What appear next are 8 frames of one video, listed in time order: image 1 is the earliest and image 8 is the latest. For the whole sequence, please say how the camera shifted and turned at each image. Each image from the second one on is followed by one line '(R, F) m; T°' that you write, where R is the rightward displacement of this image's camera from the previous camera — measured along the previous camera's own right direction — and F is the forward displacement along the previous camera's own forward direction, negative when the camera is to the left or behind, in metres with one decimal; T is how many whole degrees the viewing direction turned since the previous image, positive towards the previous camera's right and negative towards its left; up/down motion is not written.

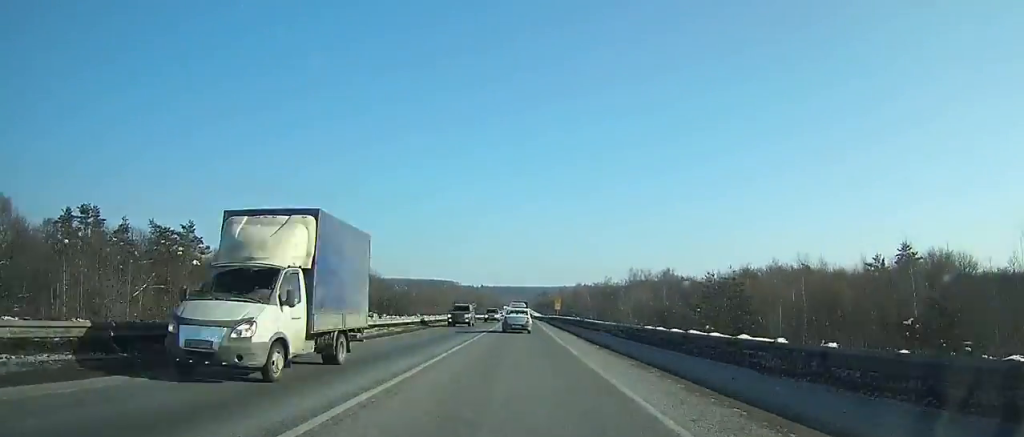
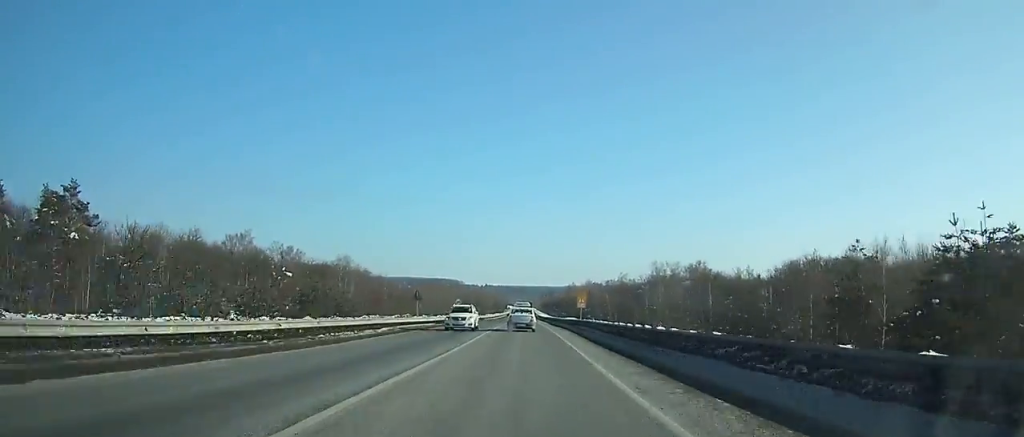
(0.0, +35.4) m; 0°
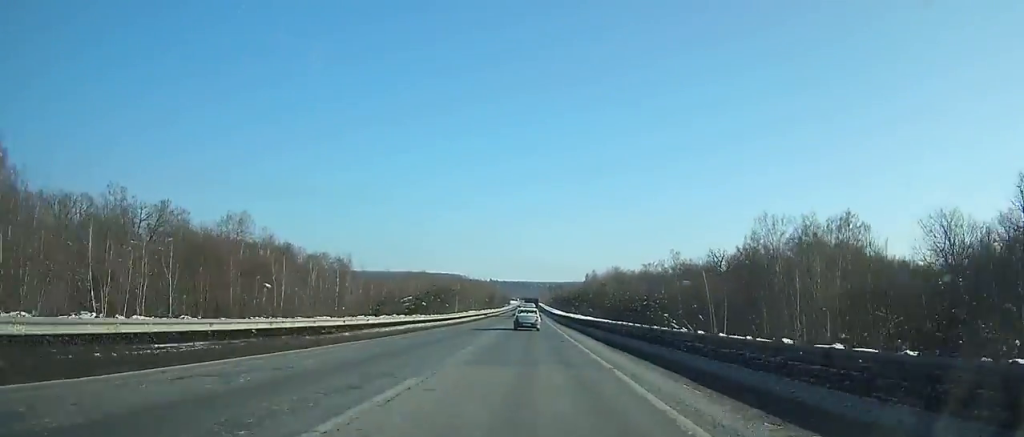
(0.0, +89.8) m; 0°
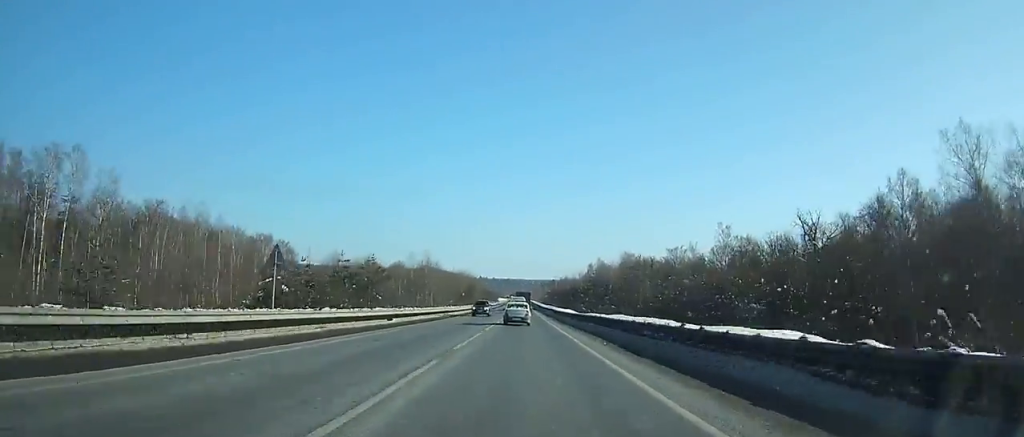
(+0.2, +56.7) m; 0°
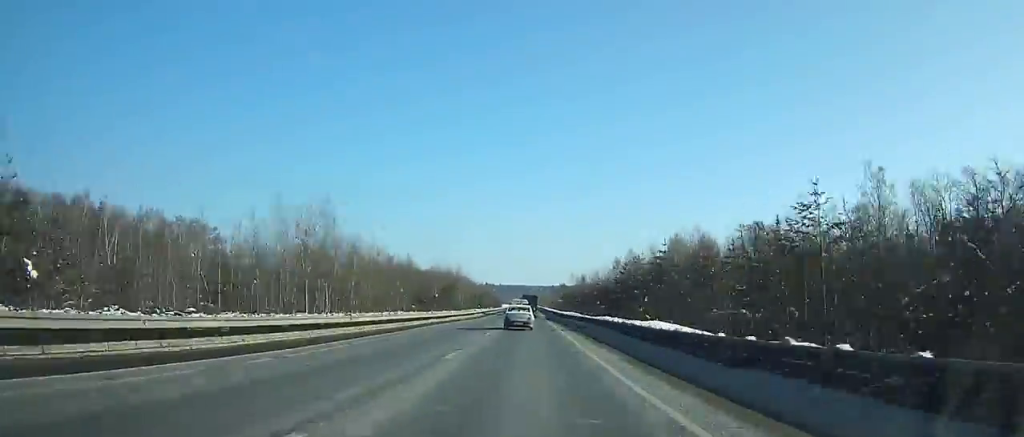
(0.0, +61.3) m; 0°
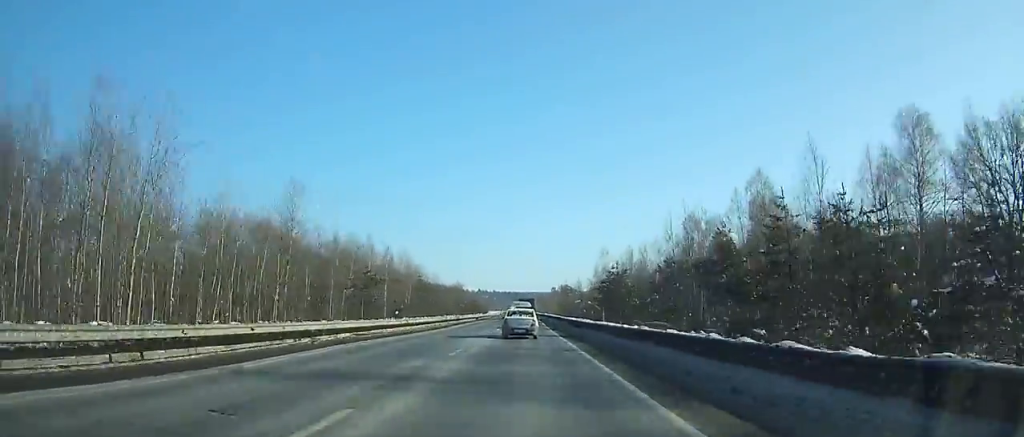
(-0.1, +106.6) m; 0°
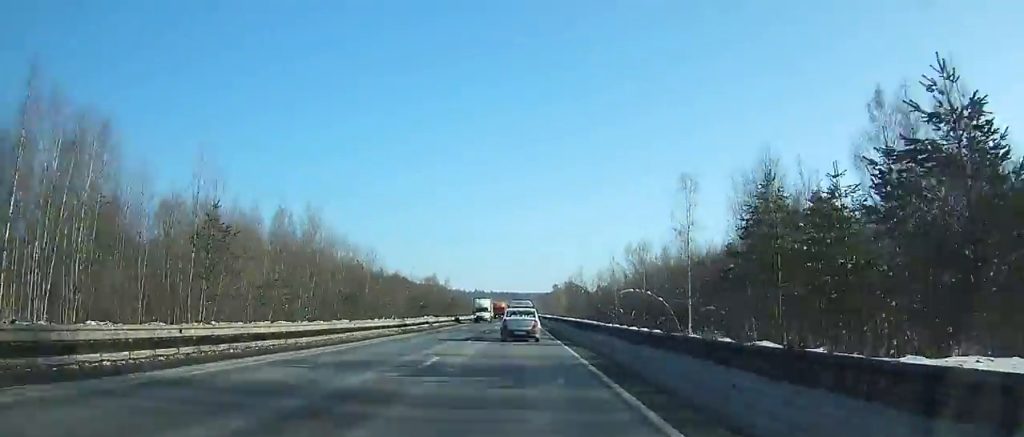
(+0.4, +64.2) m; +2°
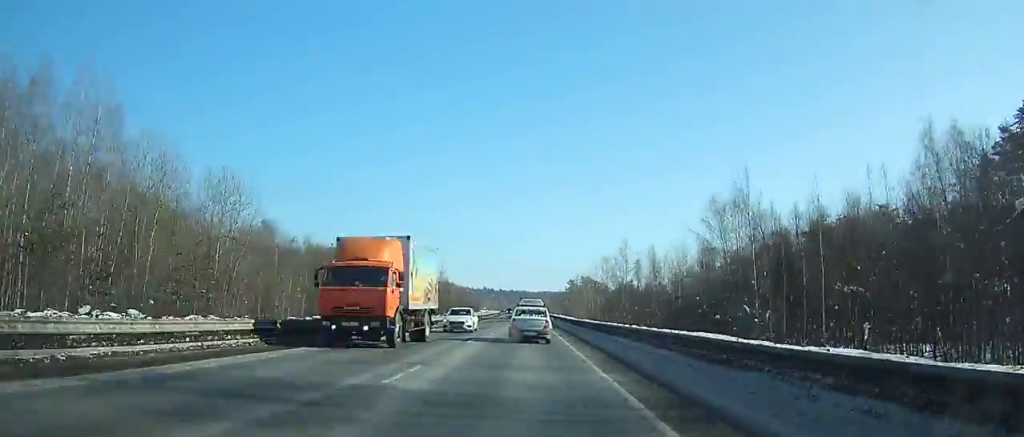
(+2.1, +52.8) m; -2°
